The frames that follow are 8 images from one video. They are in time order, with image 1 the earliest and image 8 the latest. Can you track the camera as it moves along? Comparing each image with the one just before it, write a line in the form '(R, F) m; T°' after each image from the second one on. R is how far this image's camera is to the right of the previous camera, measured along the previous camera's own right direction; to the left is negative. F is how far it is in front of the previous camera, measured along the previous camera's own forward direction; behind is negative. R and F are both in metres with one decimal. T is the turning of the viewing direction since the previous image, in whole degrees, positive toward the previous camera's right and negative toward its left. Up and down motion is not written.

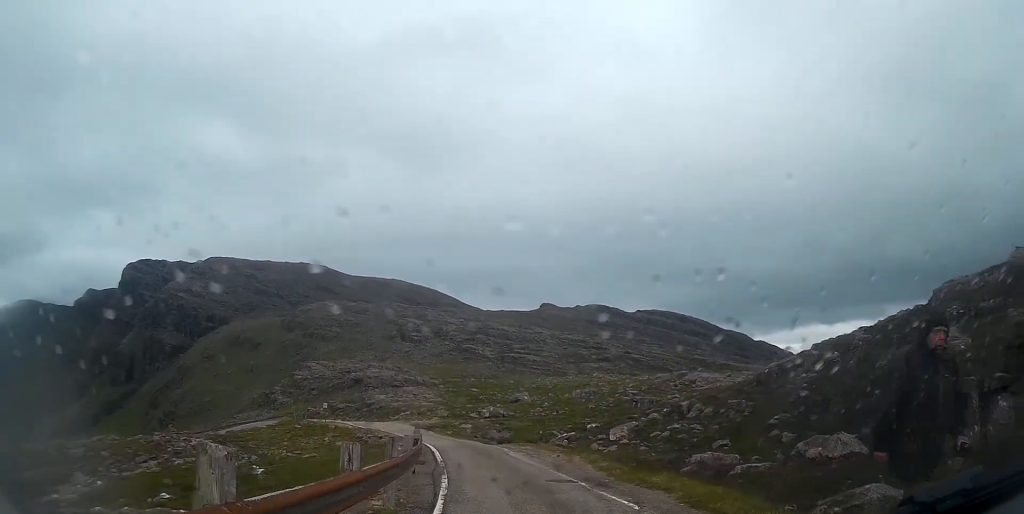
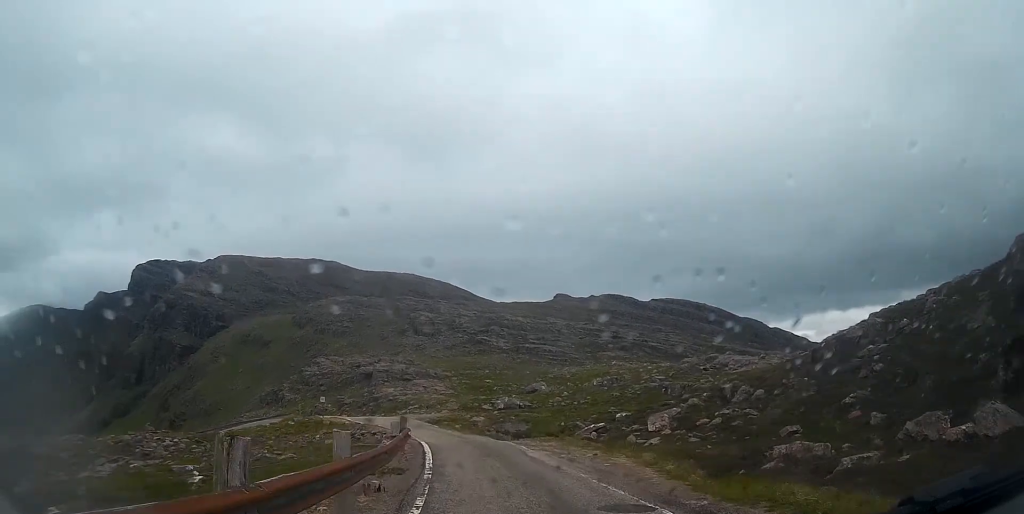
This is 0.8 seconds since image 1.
(-0.1, +6.1) m; -3°
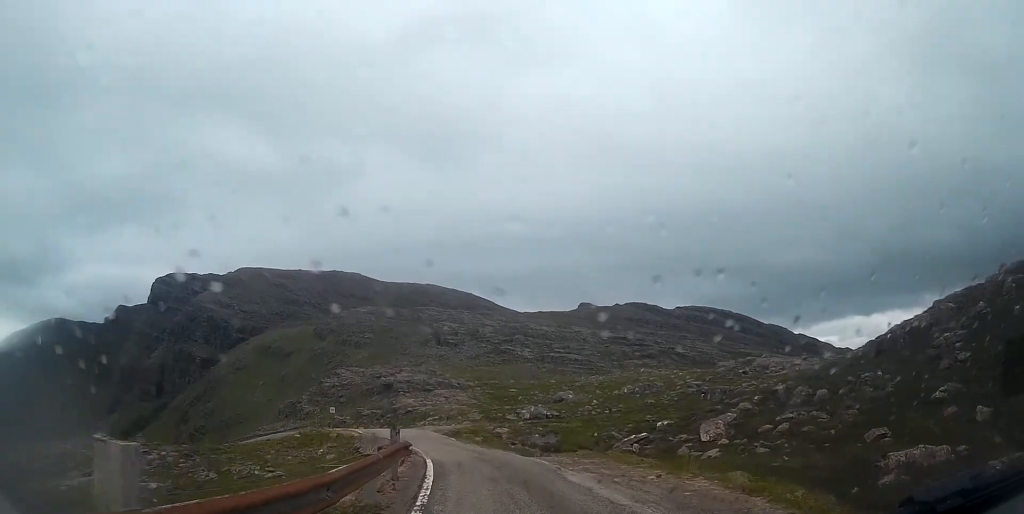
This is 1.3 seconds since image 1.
(-0.1, +4.6) m; -2°
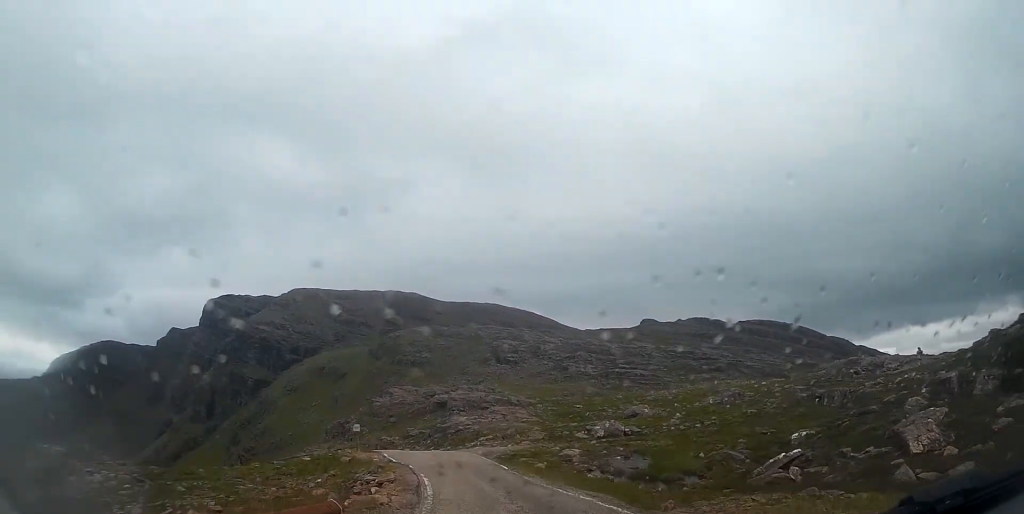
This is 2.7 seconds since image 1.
(-0.3, +10.7) m; -4°
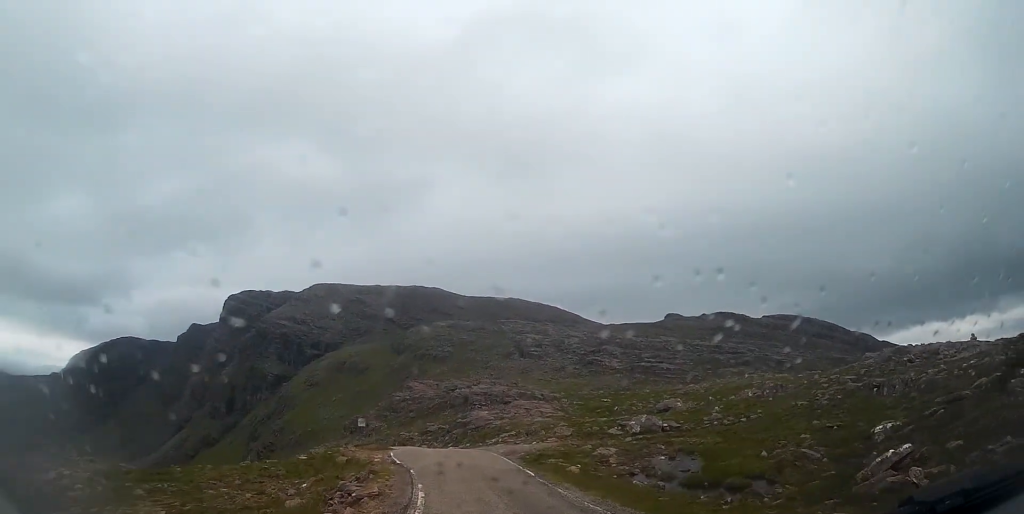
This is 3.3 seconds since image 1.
(-0.1, +4.8) m; -2°
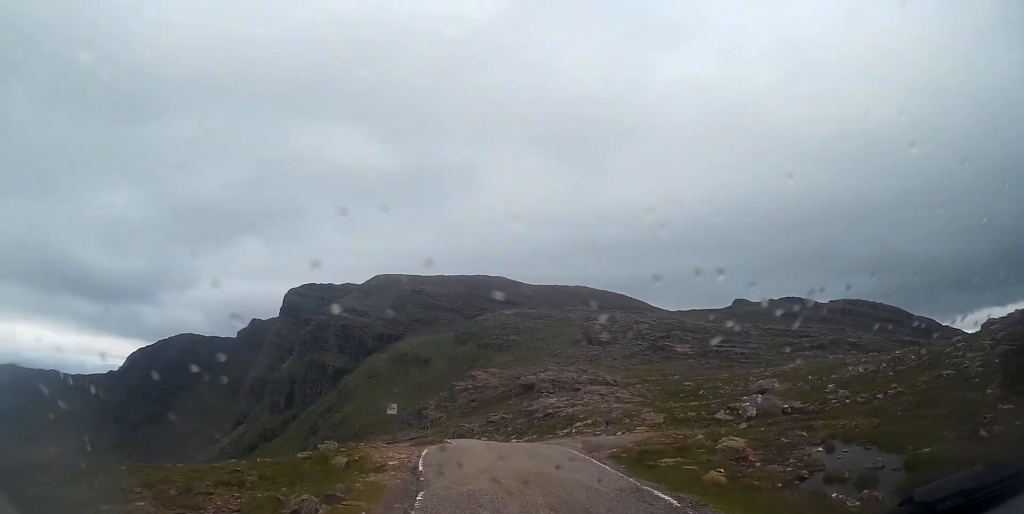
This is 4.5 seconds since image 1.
(-0.4, +9.5) m; -4°
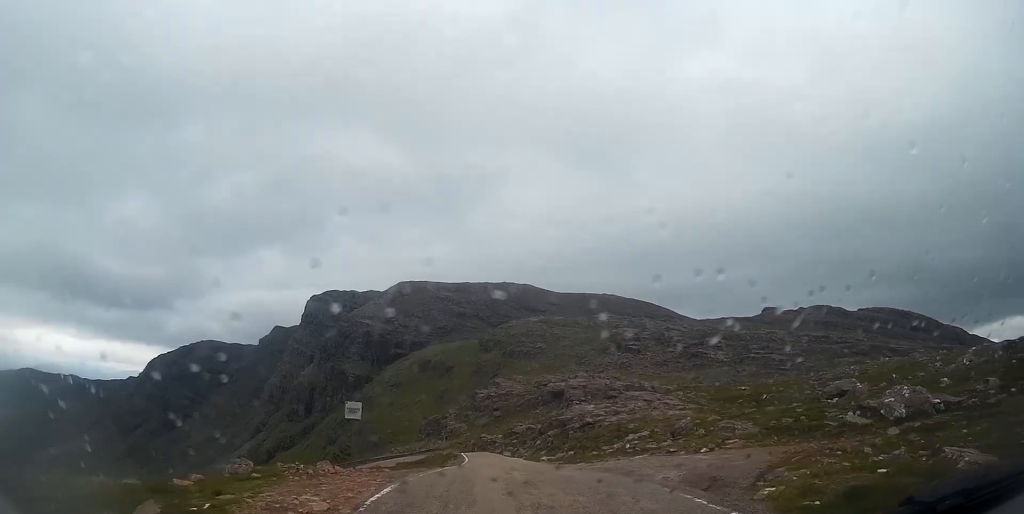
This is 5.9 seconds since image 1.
(-0.3, +11.0) m; -1°
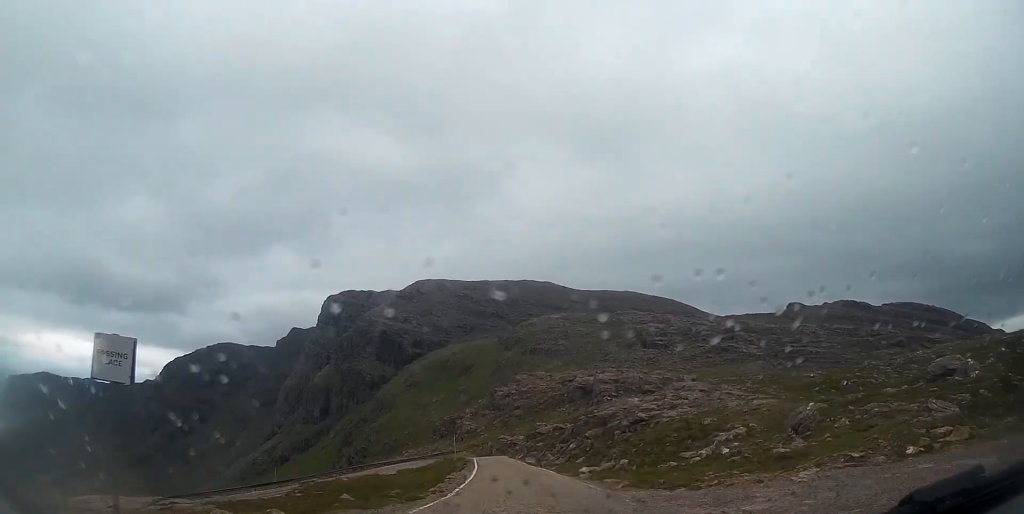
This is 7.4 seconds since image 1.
(-0.1, +11.6) m; -3°
